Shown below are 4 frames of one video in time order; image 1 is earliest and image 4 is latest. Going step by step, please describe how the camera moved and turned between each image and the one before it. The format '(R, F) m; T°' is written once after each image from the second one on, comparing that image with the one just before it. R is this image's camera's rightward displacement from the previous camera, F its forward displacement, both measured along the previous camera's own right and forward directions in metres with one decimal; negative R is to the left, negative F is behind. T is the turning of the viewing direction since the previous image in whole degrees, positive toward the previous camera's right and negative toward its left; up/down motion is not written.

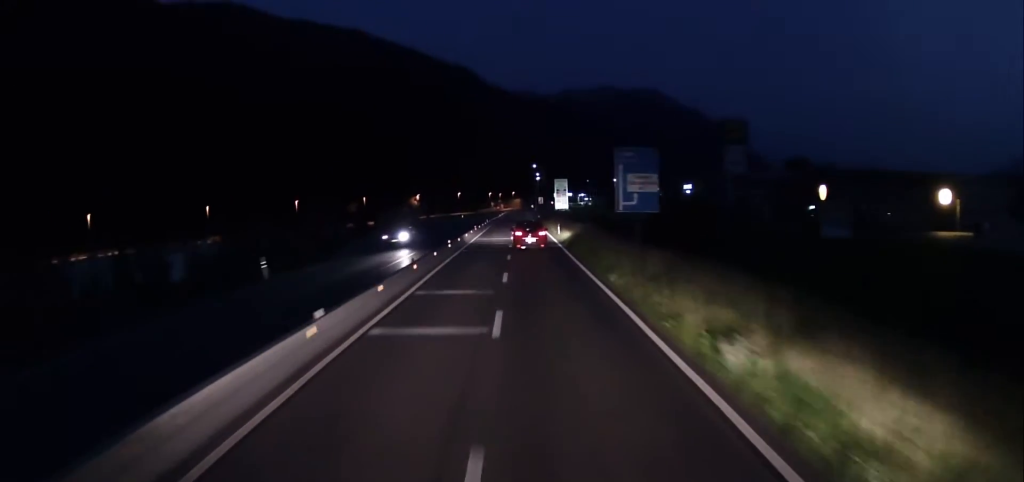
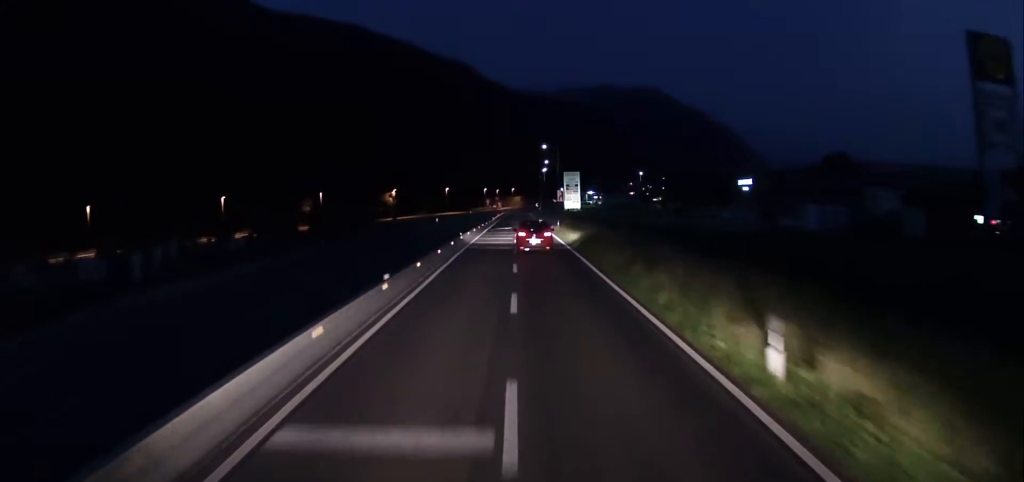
(0.0, +42.8) m; 0°
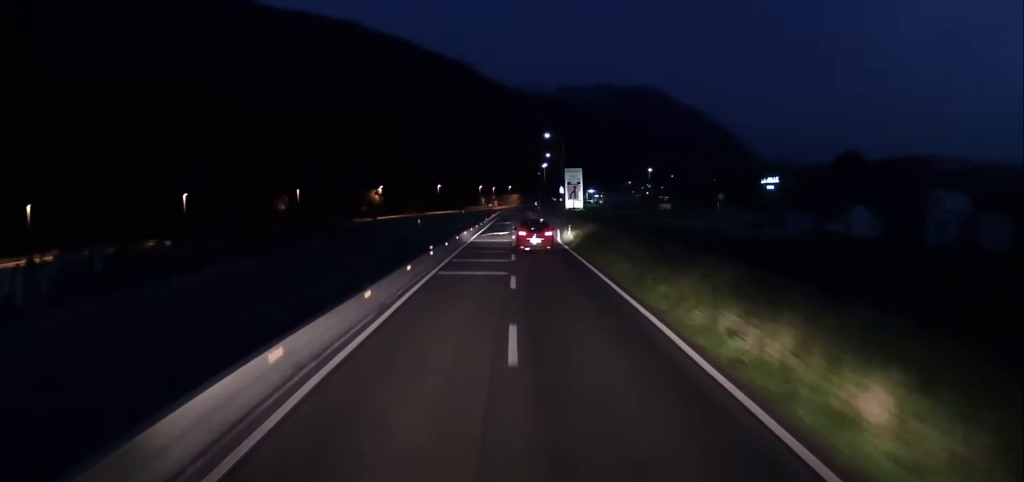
(0.0, +14.1) m; 0°
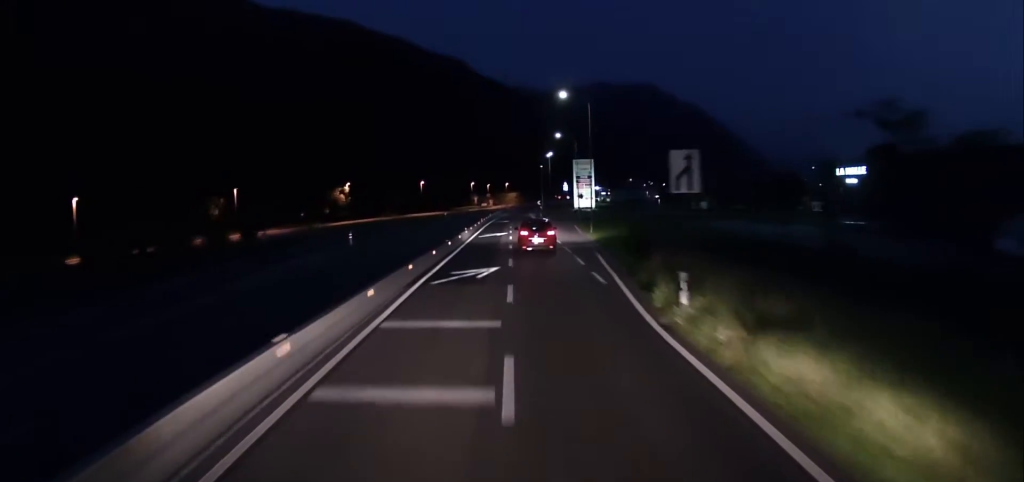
(-0.2, +29.8) m; +1°
